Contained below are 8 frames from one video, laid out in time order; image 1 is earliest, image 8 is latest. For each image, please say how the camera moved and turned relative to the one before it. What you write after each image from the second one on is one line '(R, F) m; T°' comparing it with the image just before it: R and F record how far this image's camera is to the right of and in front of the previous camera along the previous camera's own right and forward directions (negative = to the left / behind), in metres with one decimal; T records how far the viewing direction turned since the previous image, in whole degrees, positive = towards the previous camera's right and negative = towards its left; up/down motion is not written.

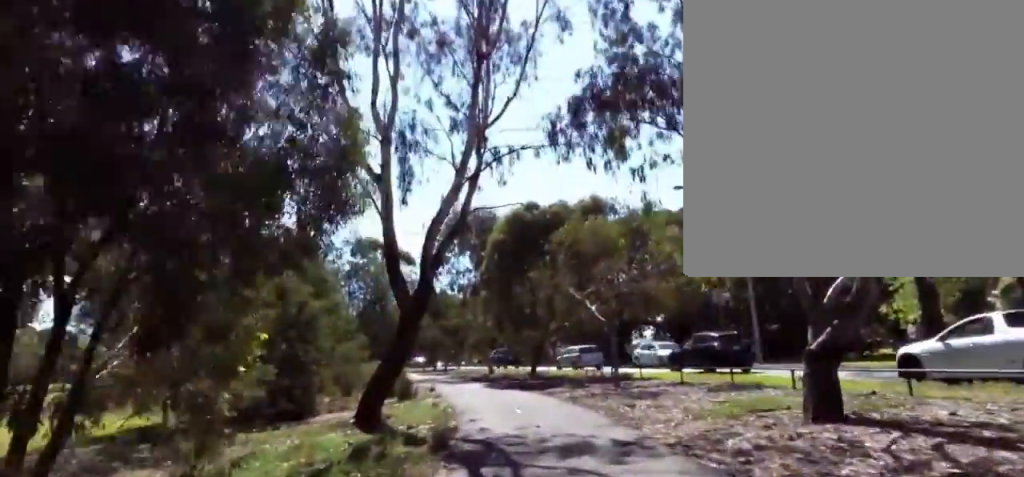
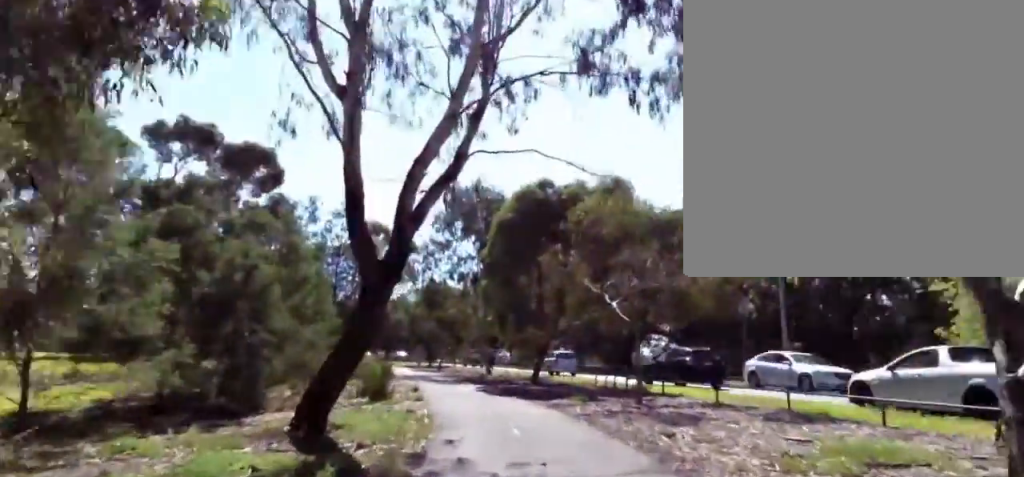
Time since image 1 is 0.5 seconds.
(0.0, +3.5) m; -2°
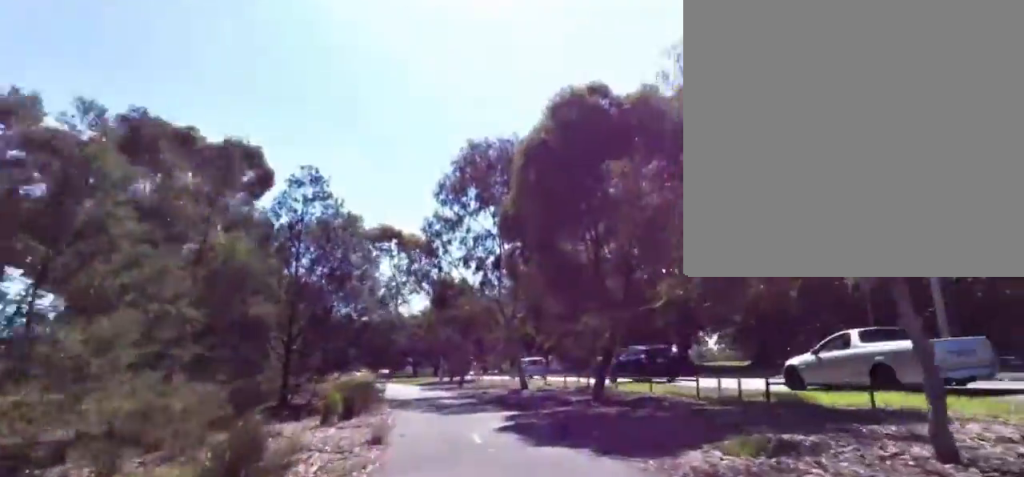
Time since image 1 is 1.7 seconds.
(-1.1, +9.0) m; -10°
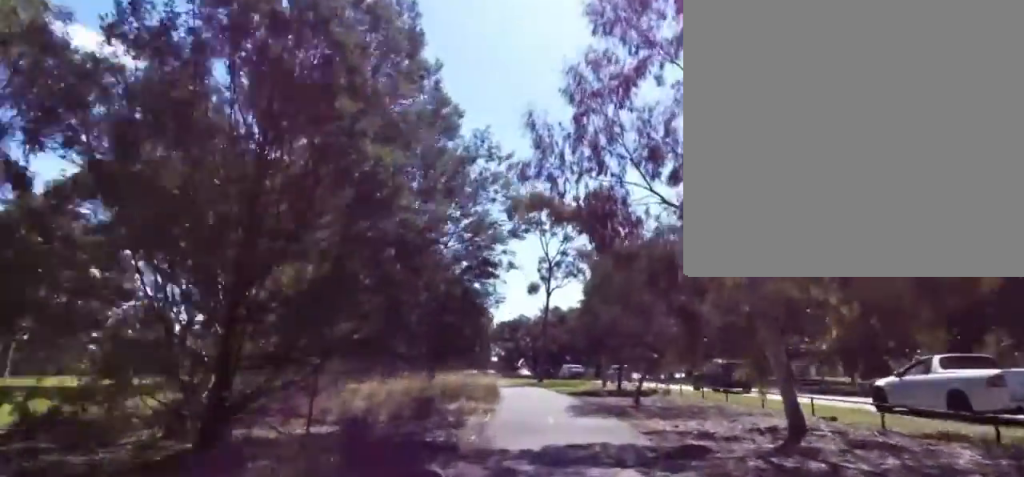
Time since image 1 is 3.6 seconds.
(-0.6, +12.5) m; -11°
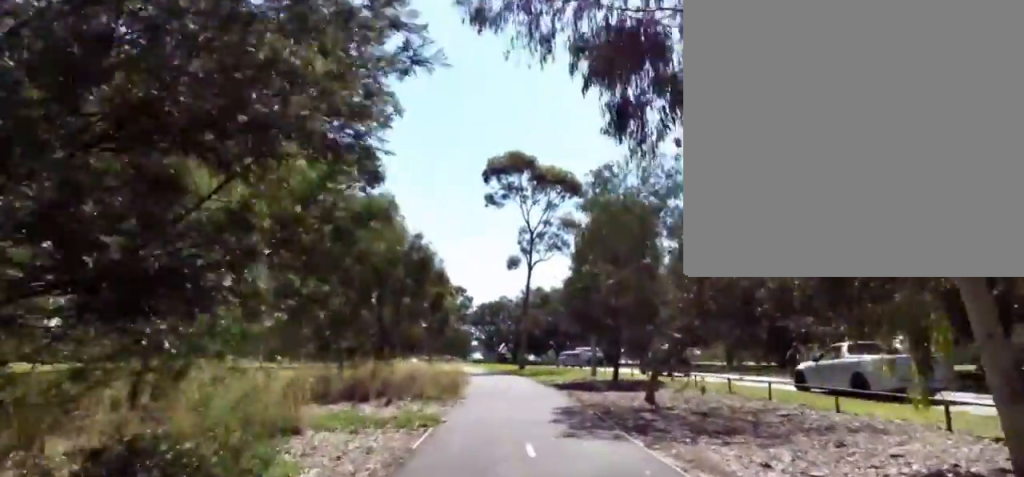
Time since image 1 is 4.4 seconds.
(-1.0, +5.1) m; -5°
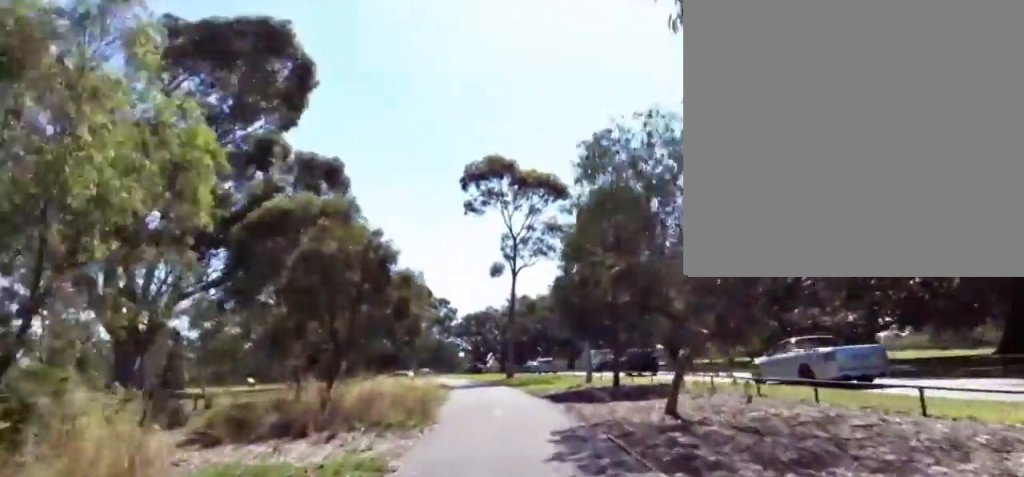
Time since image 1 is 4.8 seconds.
(+0.4, +2.9) m; 0°
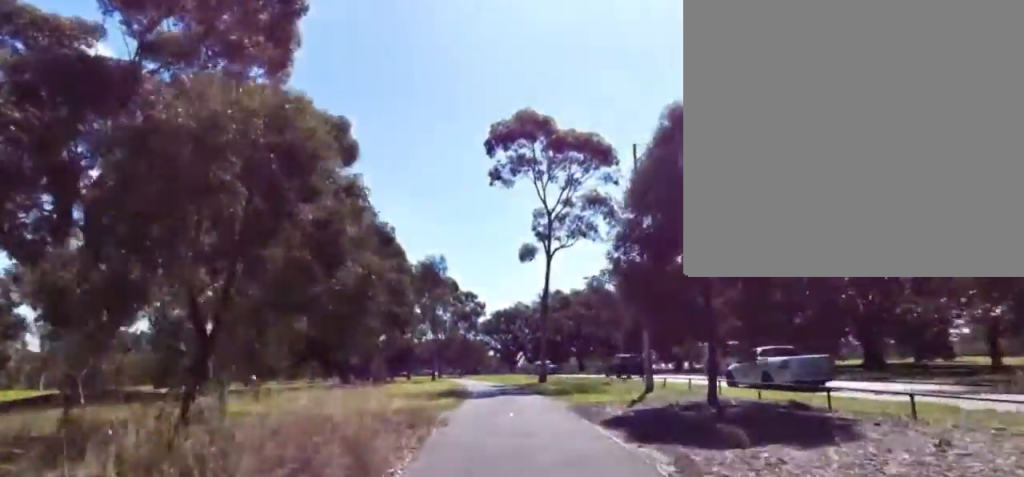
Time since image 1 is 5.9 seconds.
(-0.1, +7.2) m; 0°
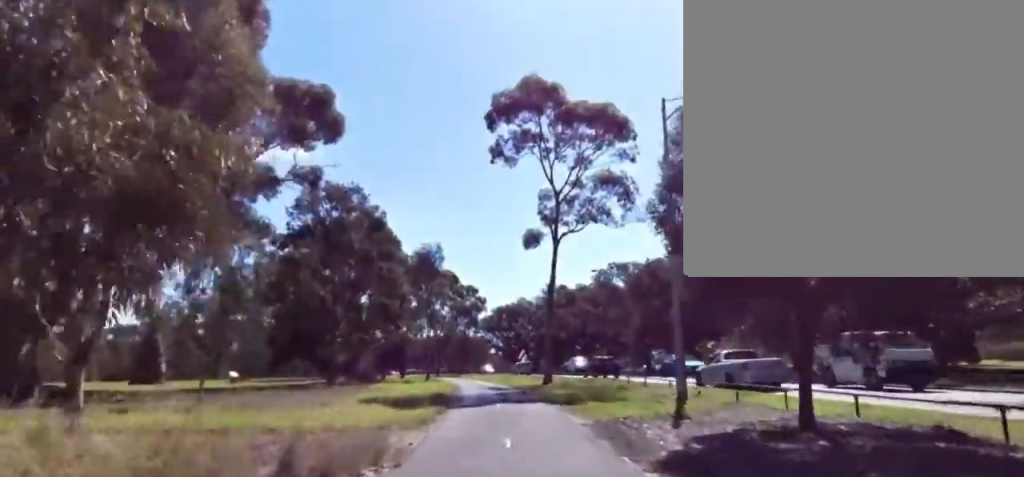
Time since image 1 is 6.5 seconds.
(-0.2, +4.2) m; +1°
